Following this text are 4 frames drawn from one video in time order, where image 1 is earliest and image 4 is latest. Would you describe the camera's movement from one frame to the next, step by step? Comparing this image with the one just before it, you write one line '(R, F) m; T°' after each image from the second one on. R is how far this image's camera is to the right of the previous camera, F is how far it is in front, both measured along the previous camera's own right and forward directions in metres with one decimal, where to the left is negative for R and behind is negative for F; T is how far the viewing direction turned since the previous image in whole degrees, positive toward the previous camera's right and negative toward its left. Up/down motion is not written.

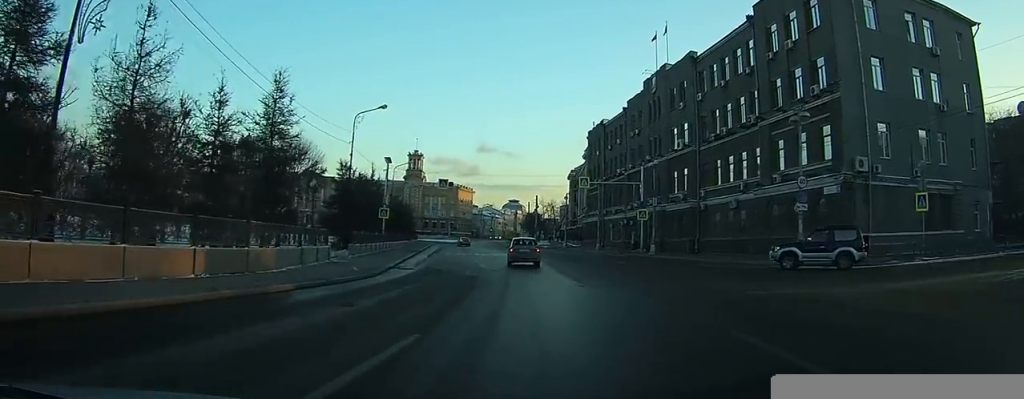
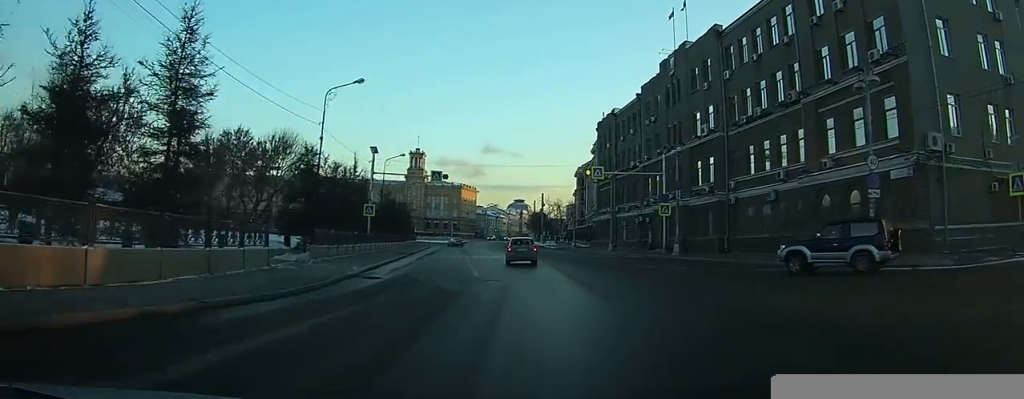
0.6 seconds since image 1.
(0.0, +6.5) m; 0°
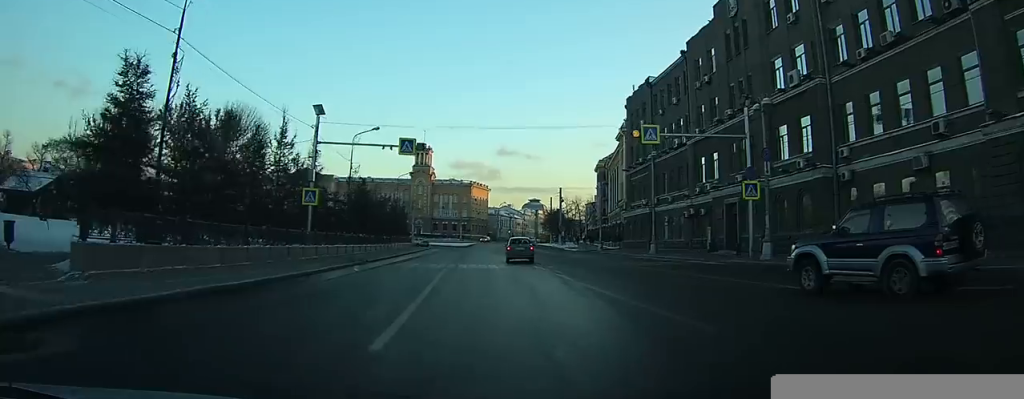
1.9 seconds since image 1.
(-0.1, +15.3) m; -1°
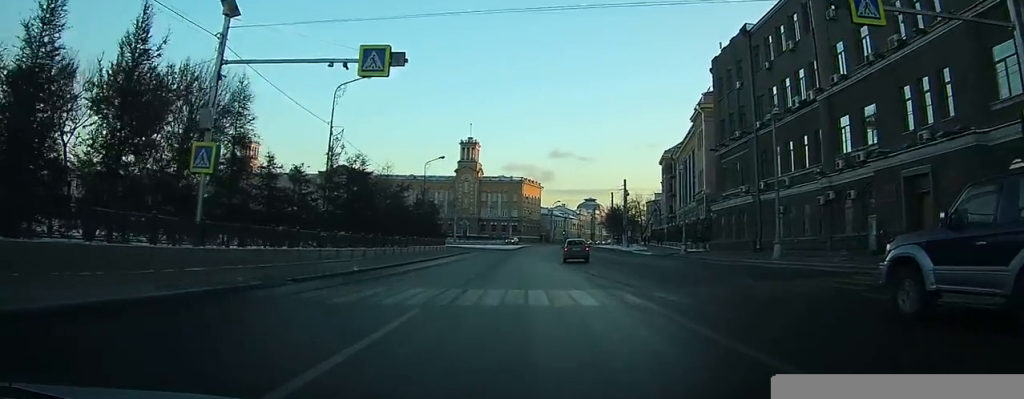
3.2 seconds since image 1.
(-0.2, +15.8) m; -2°
